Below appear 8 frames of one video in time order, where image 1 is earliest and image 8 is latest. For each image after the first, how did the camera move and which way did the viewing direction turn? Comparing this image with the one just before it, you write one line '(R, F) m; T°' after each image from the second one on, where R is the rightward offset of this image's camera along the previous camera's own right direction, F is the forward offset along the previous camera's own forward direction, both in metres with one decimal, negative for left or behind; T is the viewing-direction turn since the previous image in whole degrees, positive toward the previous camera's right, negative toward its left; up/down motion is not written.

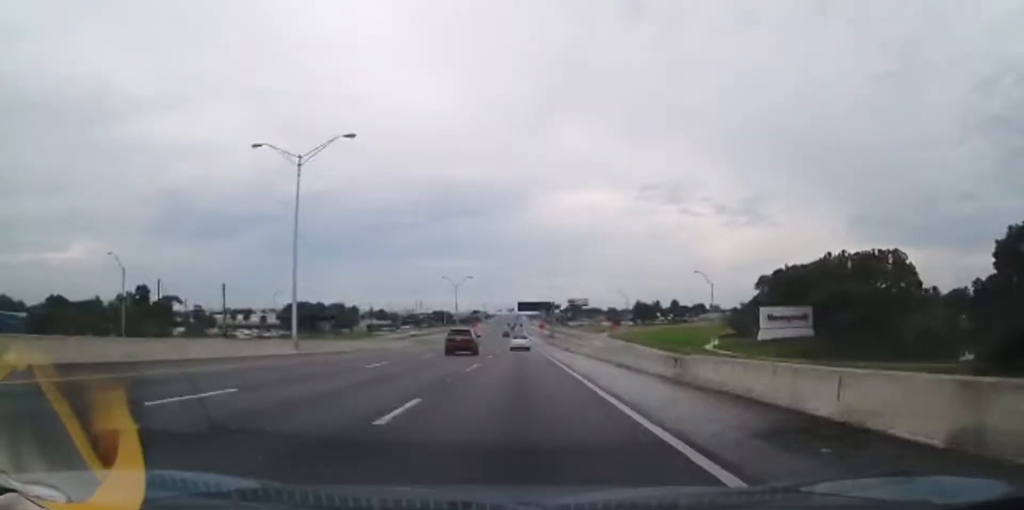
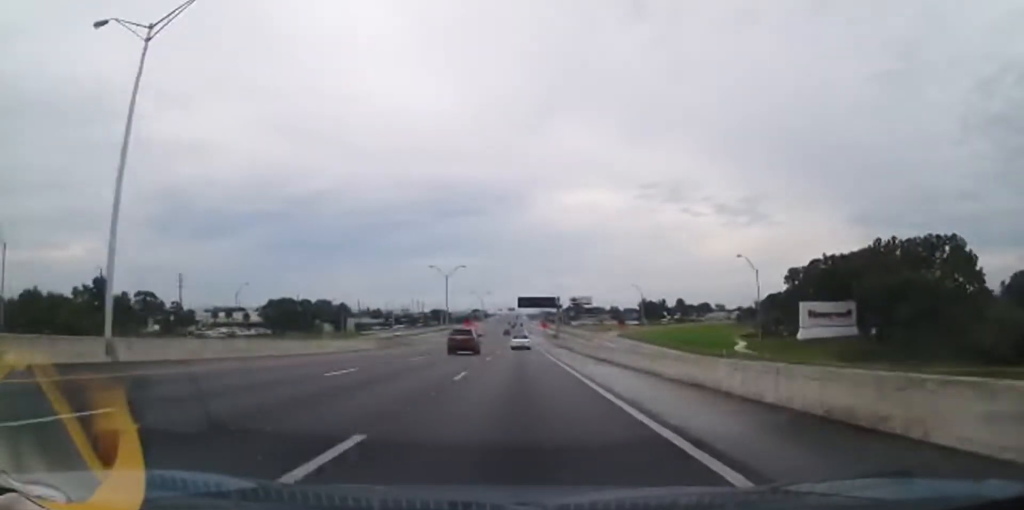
(0.0, +16.4) m; 0°
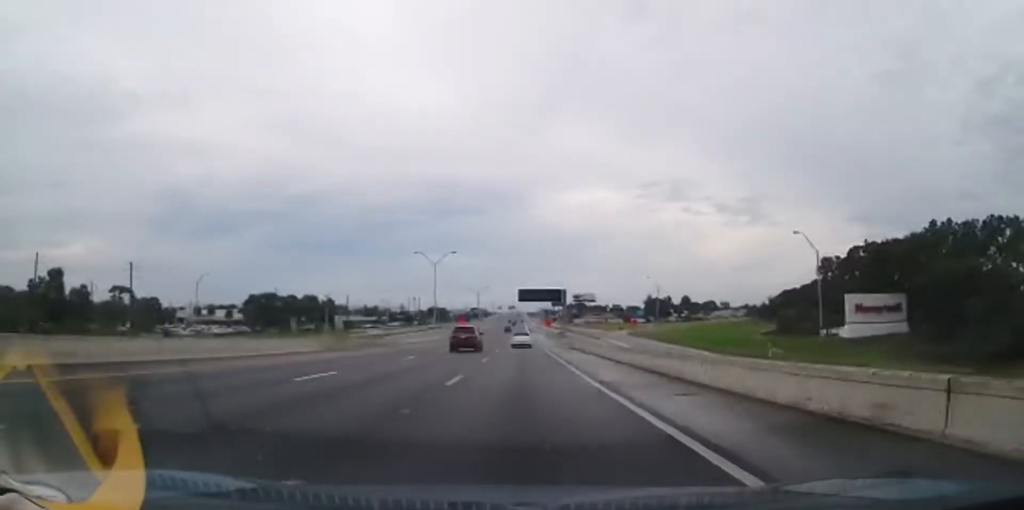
(-0.2, +14.5) m; 0°
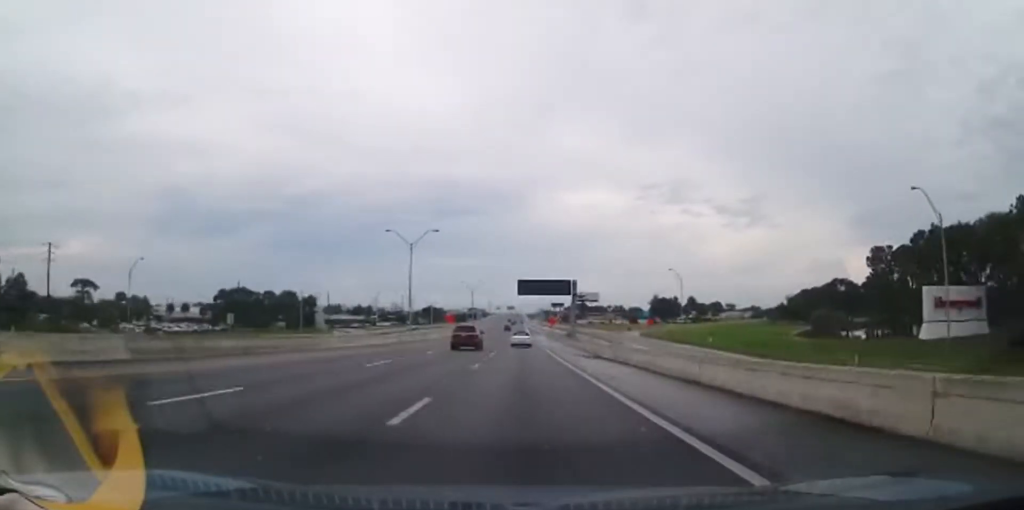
(-0.1, +18.5) m; 0°
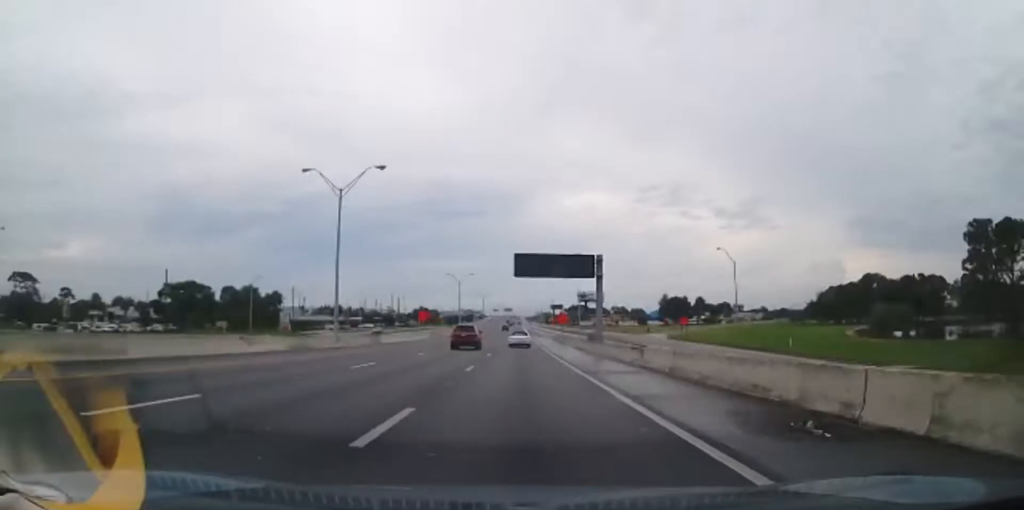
(+0.1, +26.3) m; +1°
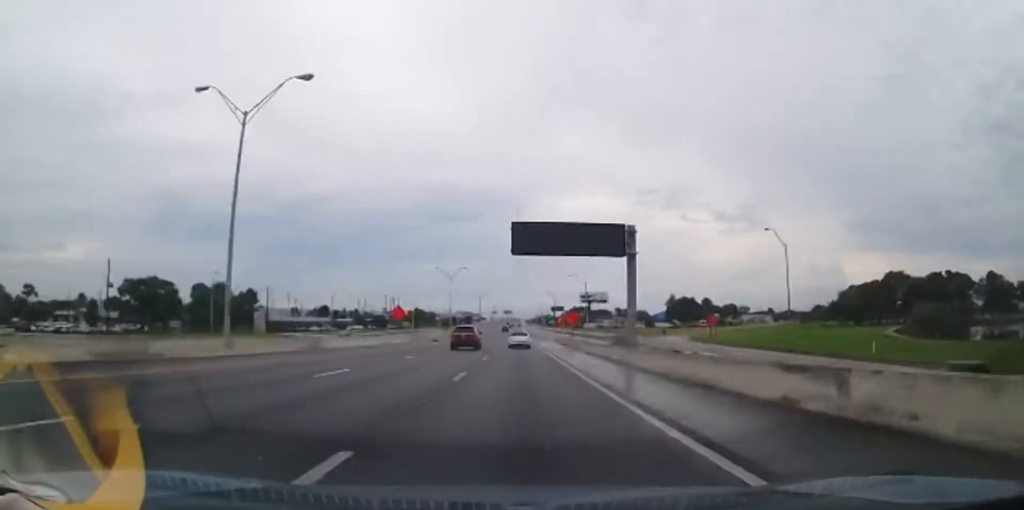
(+0.1, +15.6) m; 0°
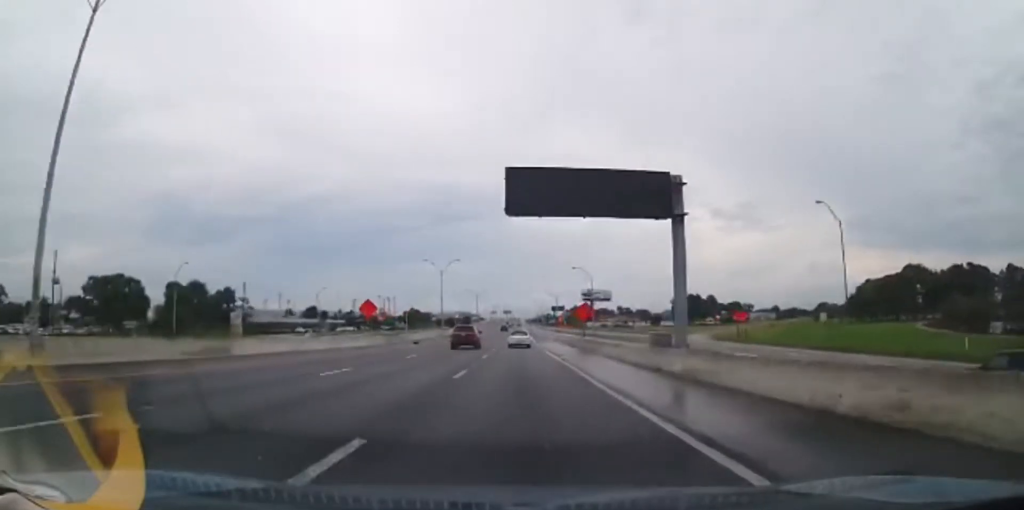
(0.0, +11.7) m; 0°
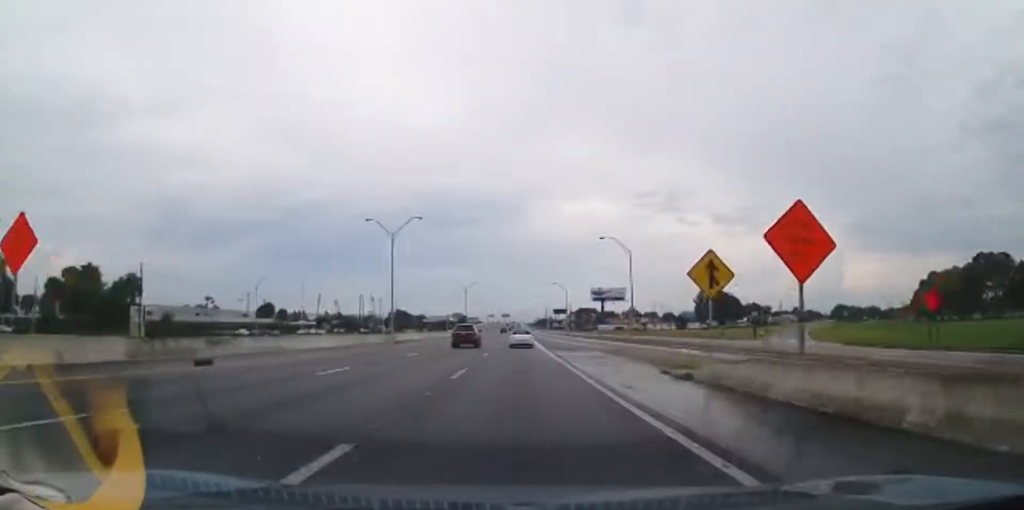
(-0.2, +36.8) m; -1°
